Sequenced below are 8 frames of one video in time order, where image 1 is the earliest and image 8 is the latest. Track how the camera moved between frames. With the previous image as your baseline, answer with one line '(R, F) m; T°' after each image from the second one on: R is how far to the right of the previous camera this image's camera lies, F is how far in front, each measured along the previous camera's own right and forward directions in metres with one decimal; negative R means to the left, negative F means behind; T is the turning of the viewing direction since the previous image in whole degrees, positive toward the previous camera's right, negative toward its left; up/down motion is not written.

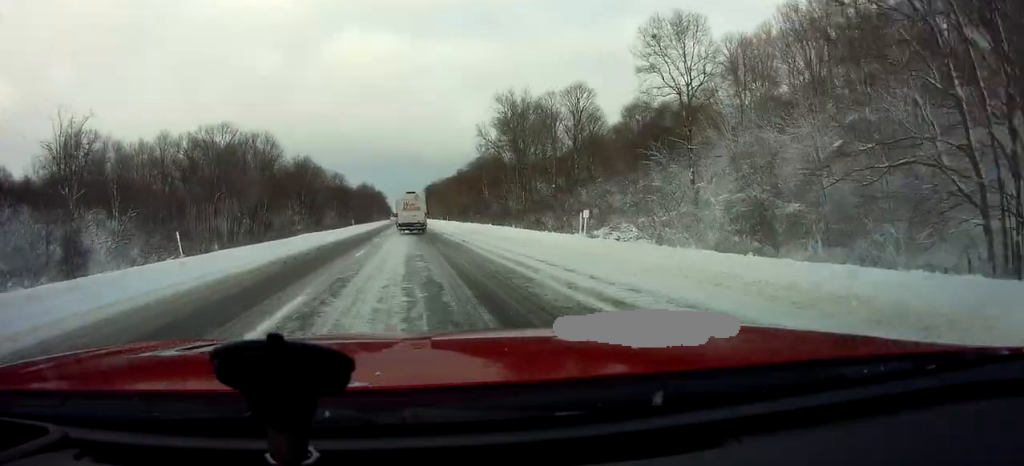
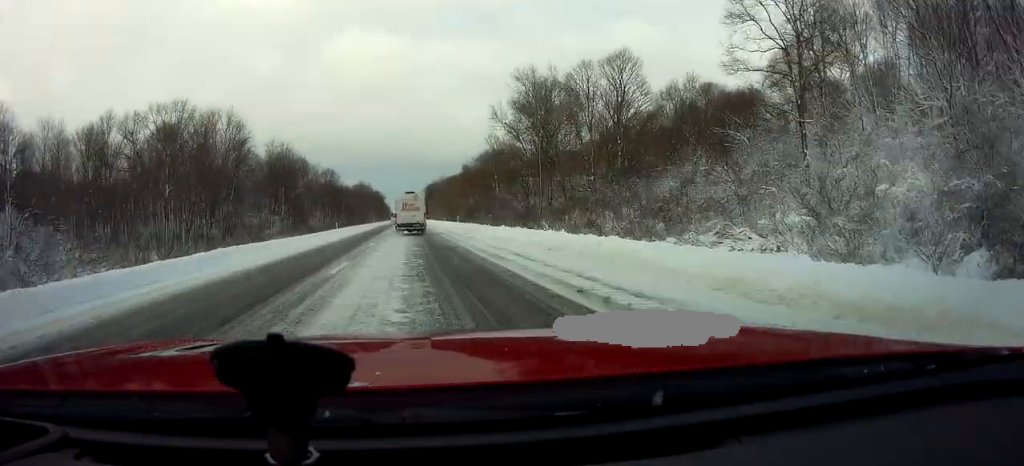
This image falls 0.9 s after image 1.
(0.0, +17.6) m; 0°
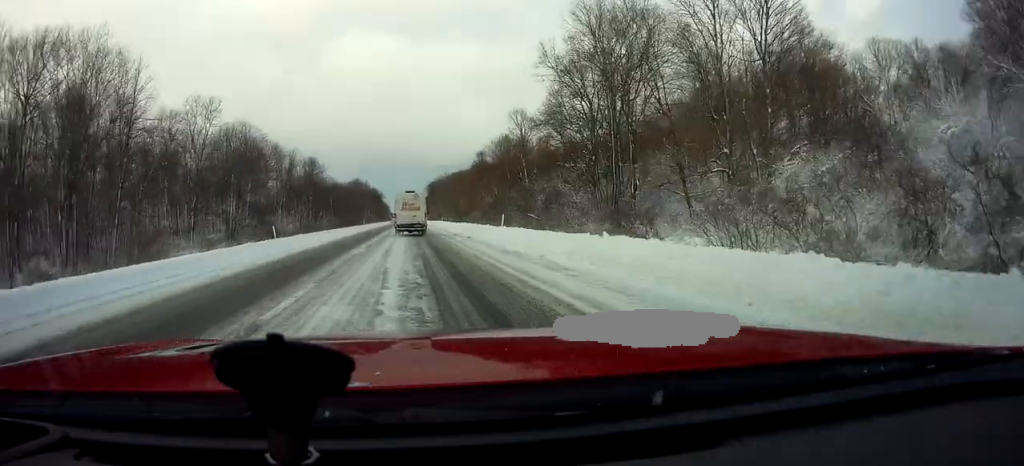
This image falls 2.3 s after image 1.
(+0.5, +29.4) m; +1°
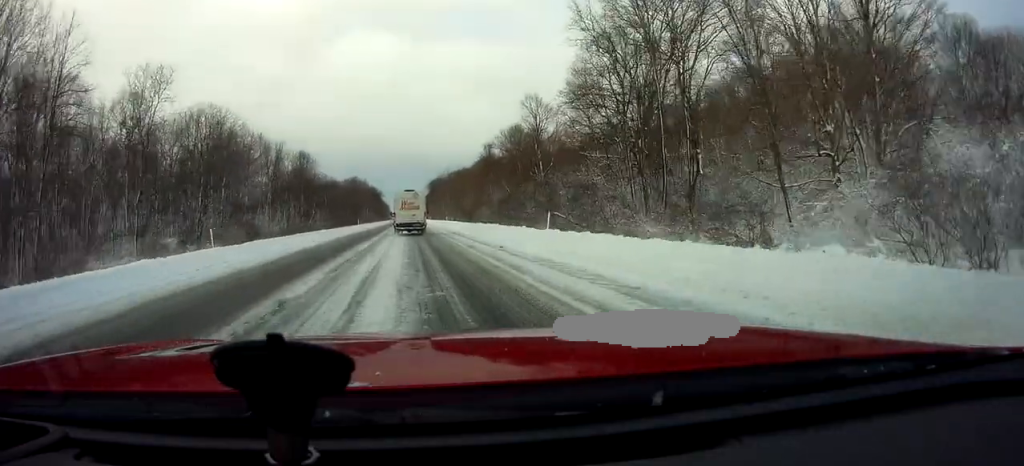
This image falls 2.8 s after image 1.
(0.0, +11.0) m; 0°
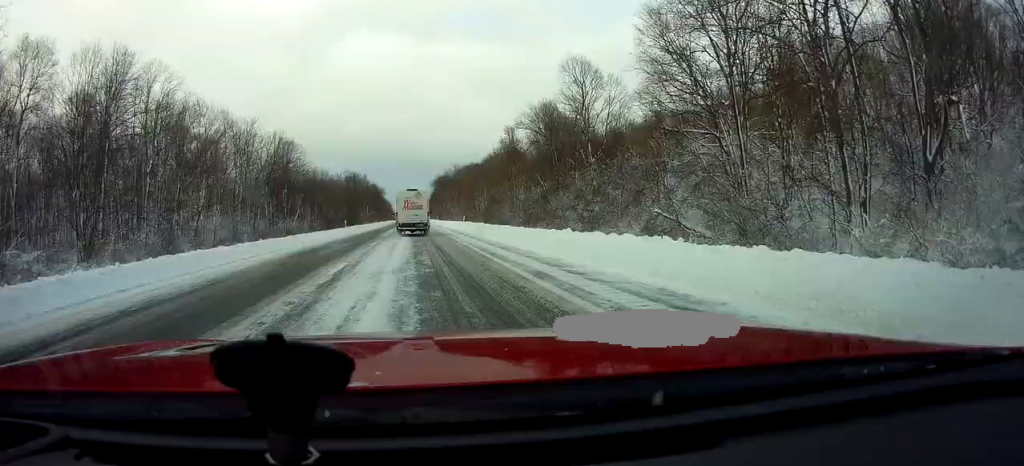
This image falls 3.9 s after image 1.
(-0.2, +21.3) m; 0°
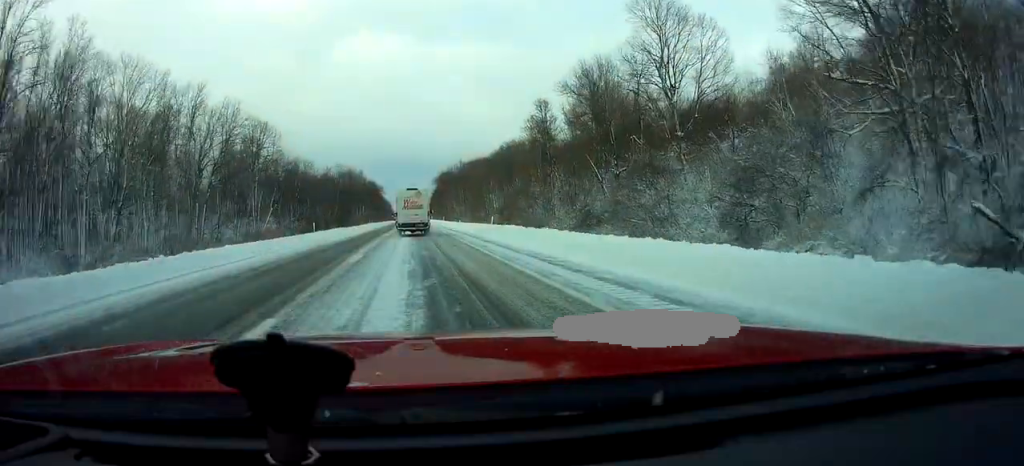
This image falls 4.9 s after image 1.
(+0.1, +21.0) m; -1°
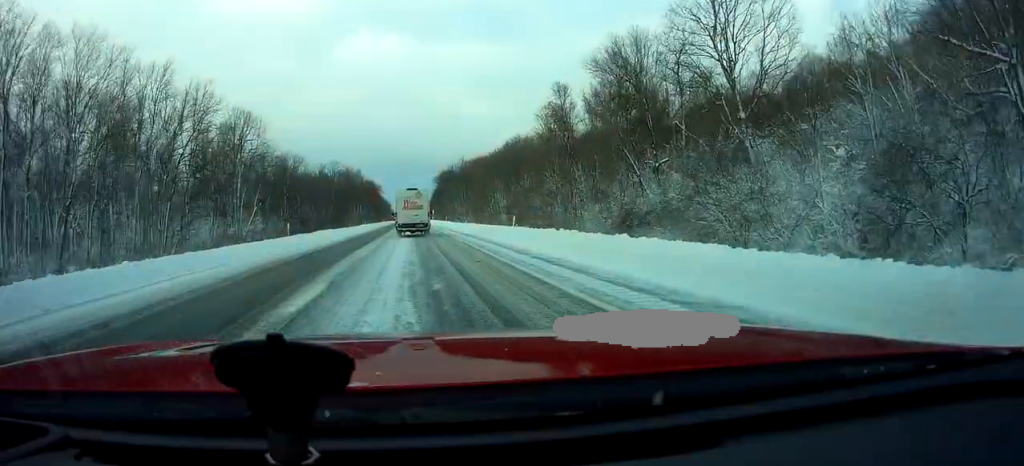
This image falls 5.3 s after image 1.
(-0.5, +8.8) m; 0°
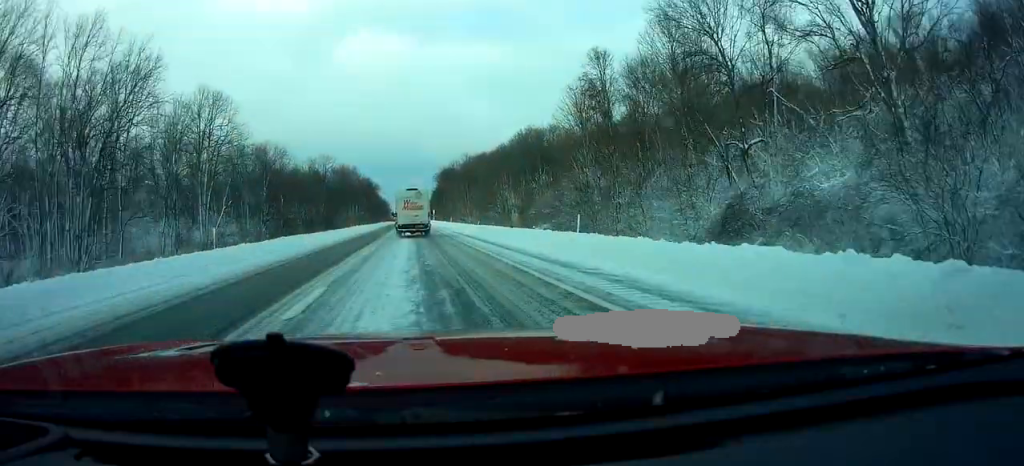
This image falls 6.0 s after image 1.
(+0.2, +12.6) m; +1°
